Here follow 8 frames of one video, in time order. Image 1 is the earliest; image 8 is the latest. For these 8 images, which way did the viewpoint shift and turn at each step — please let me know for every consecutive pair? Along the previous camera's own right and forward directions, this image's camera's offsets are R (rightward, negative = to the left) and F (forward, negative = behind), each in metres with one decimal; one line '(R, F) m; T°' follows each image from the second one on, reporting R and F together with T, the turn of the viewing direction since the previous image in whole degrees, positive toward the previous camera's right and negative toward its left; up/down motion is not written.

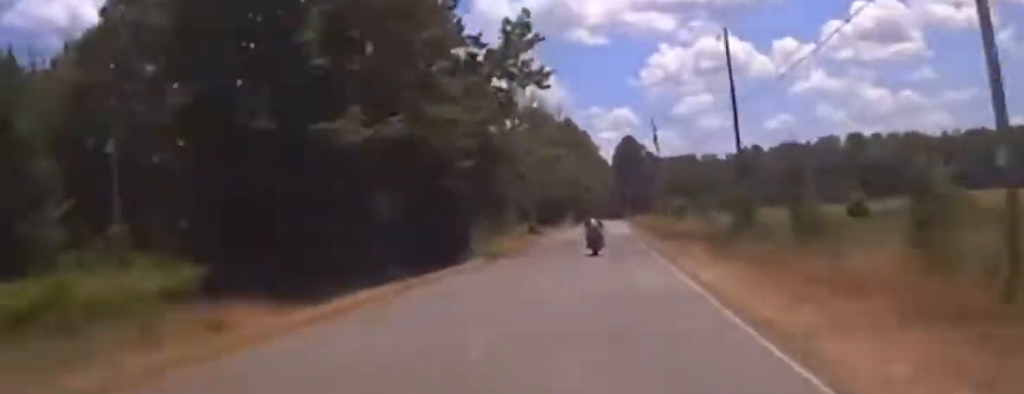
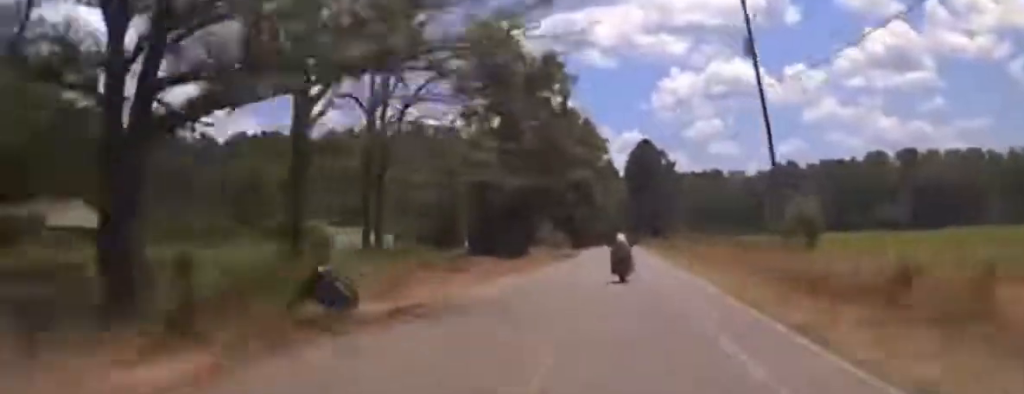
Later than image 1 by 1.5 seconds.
(+0.1, +67.1) m; 0°
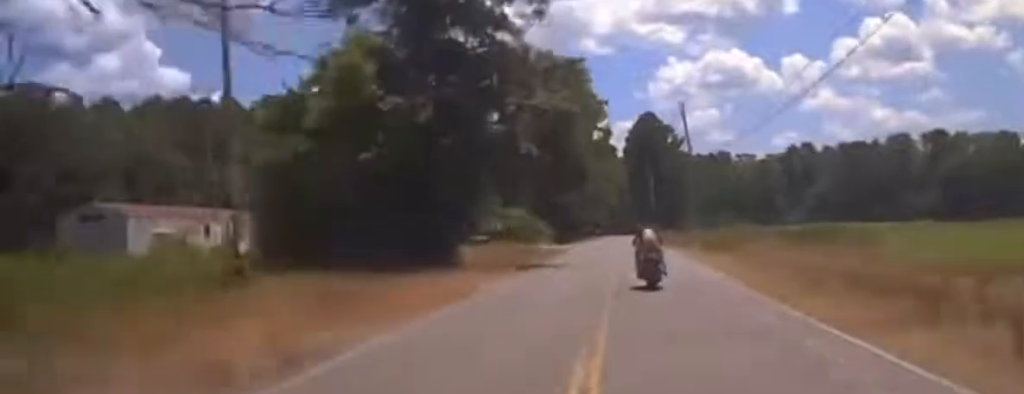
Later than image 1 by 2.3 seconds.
(0.0, +37.0) m; 0°
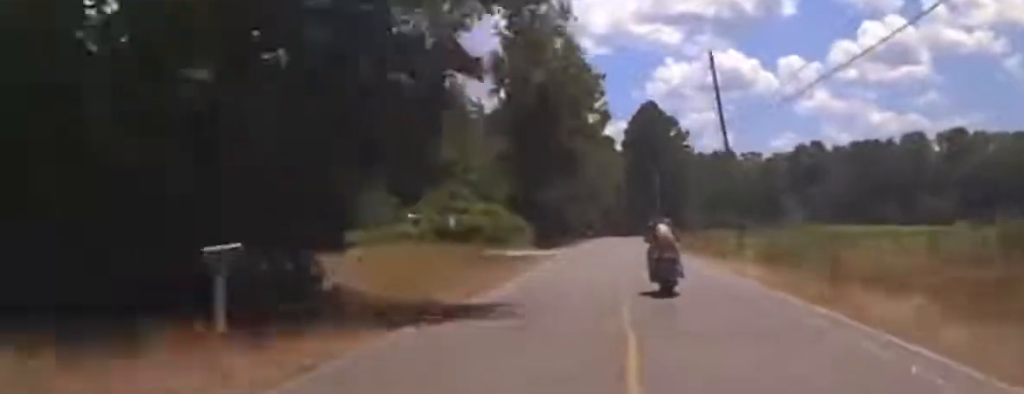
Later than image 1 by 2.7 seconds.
(0.0, +21.4) m; 0°
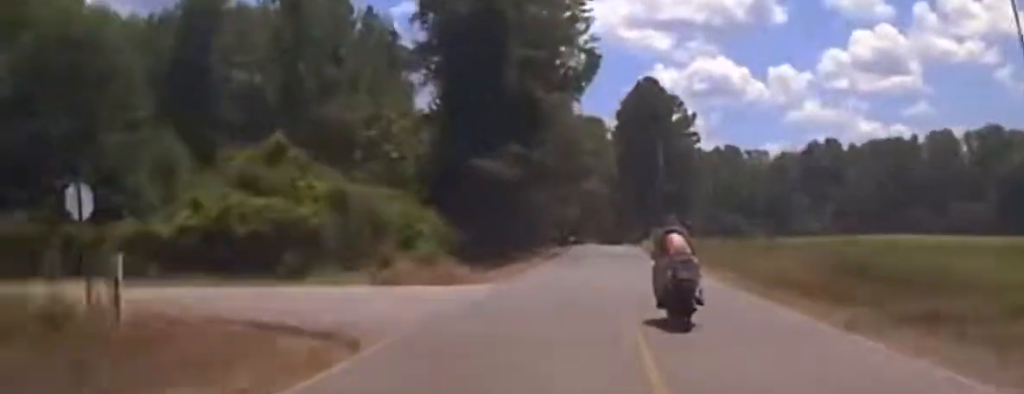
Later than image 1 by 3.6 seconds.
(0.0, +38.6) m; 0°
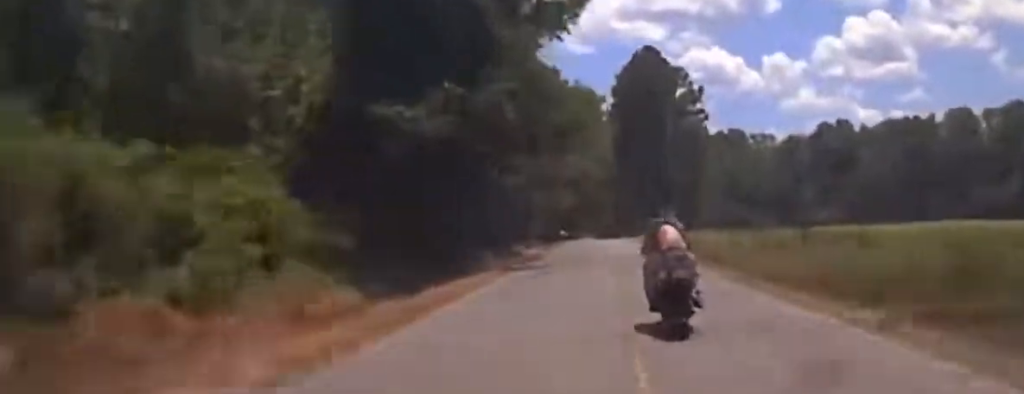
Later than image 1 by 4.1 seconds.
(0.0, +18.7) m; 0°
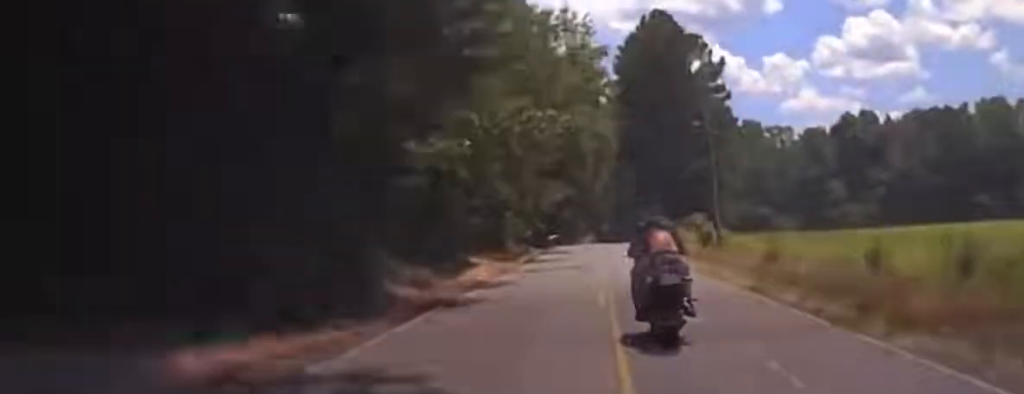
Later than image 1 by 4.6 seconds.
(0.0, +22.0) m; 0°
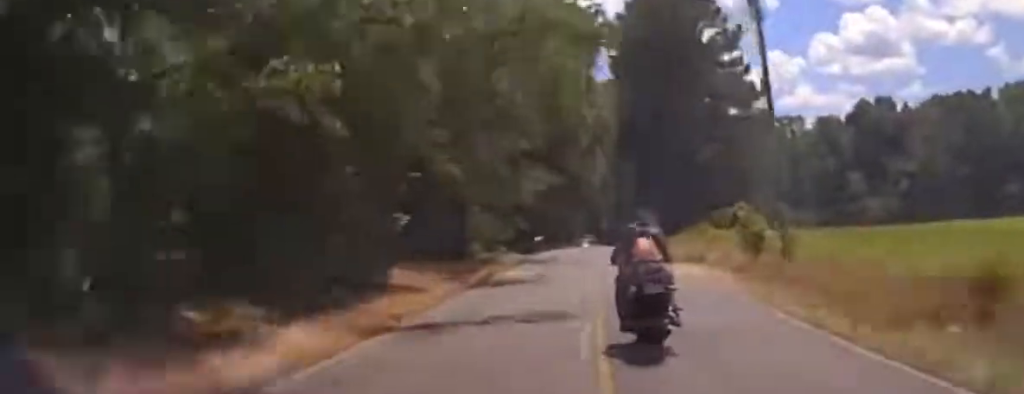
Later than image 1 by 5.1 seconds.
(+0.1, +15.5) m; 0°
